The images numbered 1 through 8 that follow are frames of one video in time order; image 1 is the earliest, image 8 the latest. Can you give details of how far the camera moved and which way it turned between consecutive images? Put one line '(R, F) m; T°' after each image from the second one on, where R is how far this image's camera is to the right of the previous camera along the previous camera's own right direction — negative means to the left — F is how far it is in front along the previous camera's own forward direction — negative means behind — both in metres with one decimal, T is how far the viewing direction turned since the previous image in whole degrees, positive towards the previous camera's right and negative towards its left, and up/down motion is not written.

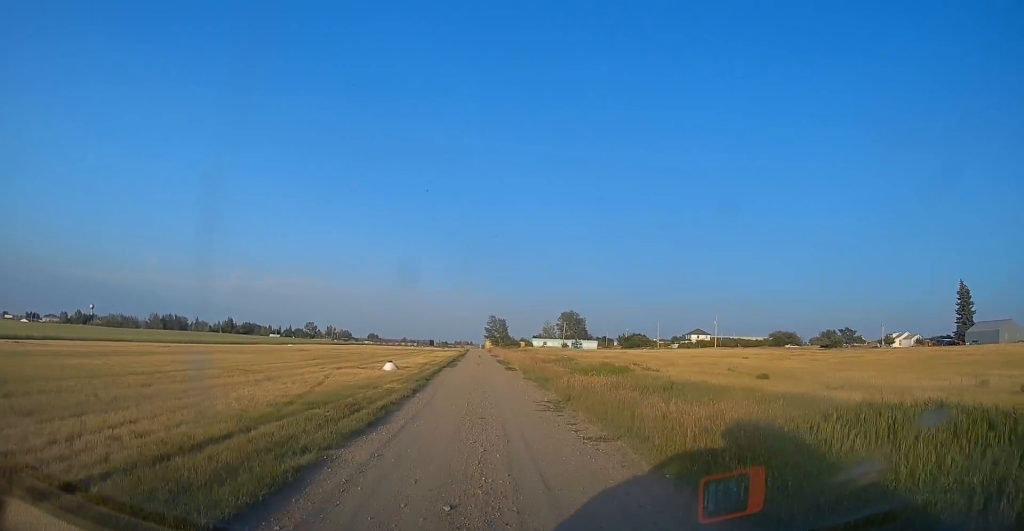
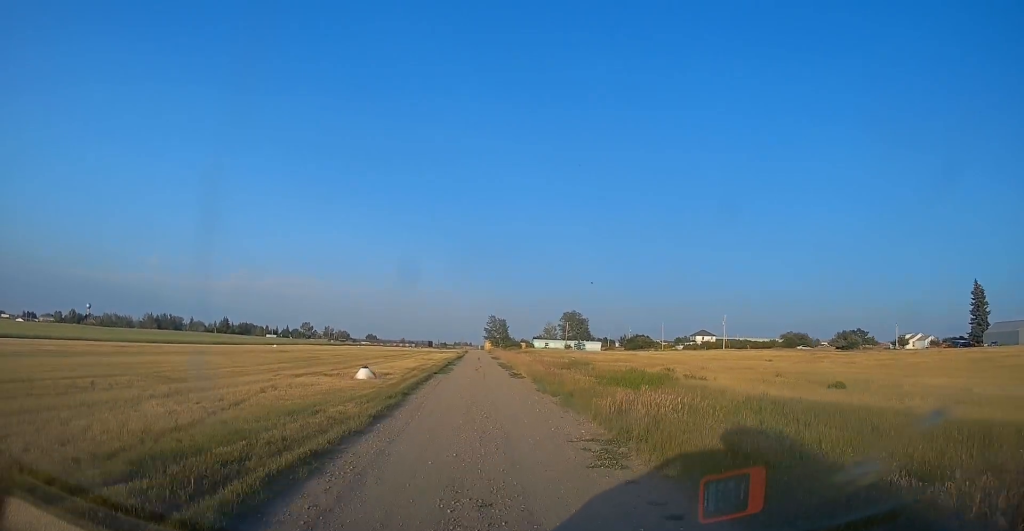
(0.0, +7.1) m; -1°
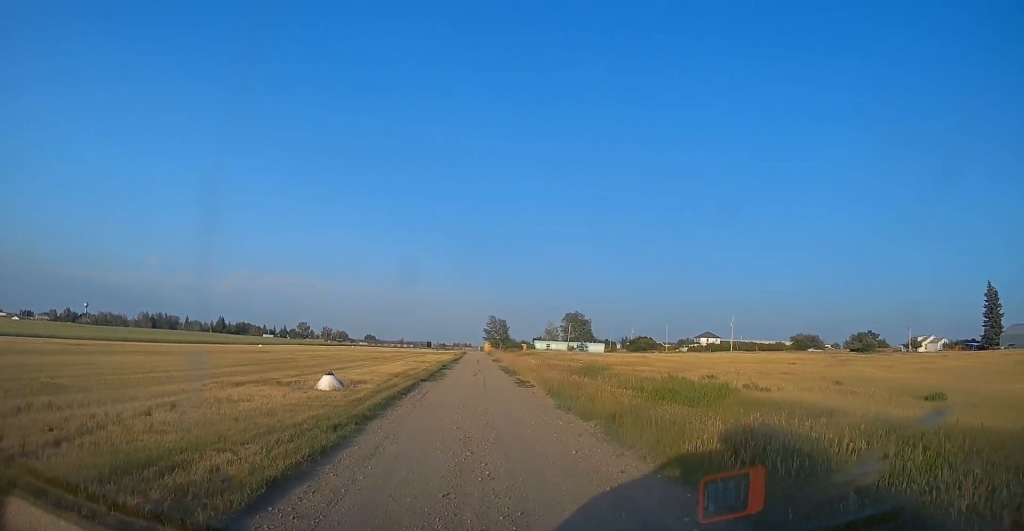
(-0.2, +6.2) m; -2°
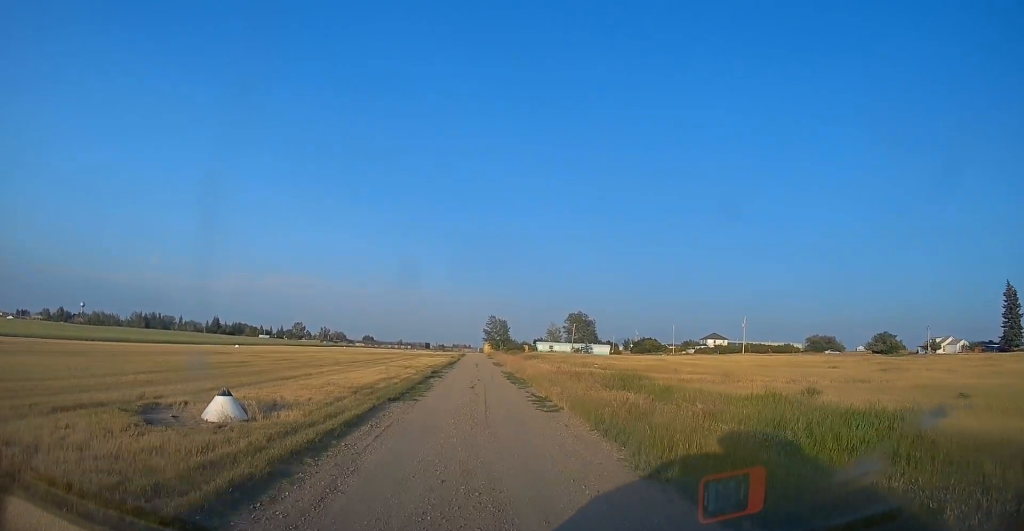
(0.0, +8.5) m; 0°
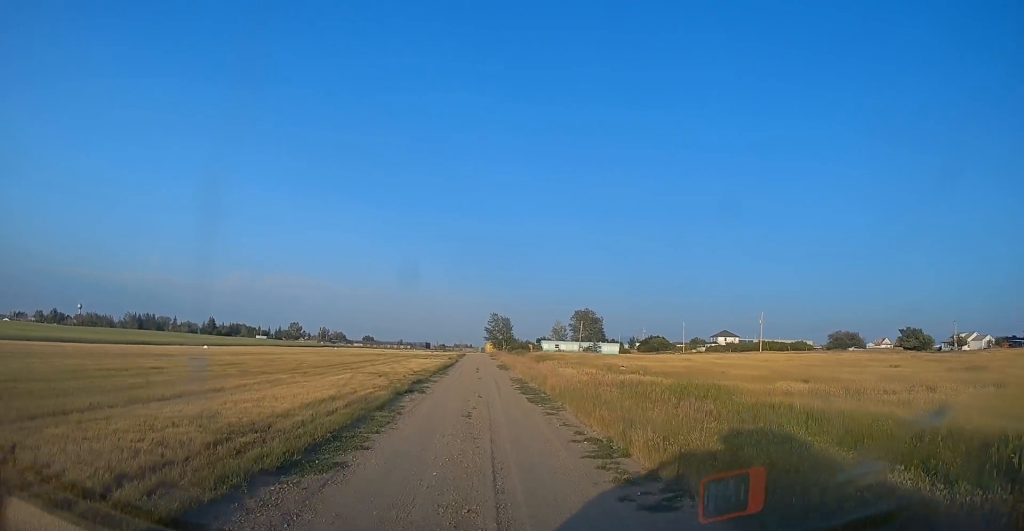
(0.0, +9.9) m; 0°
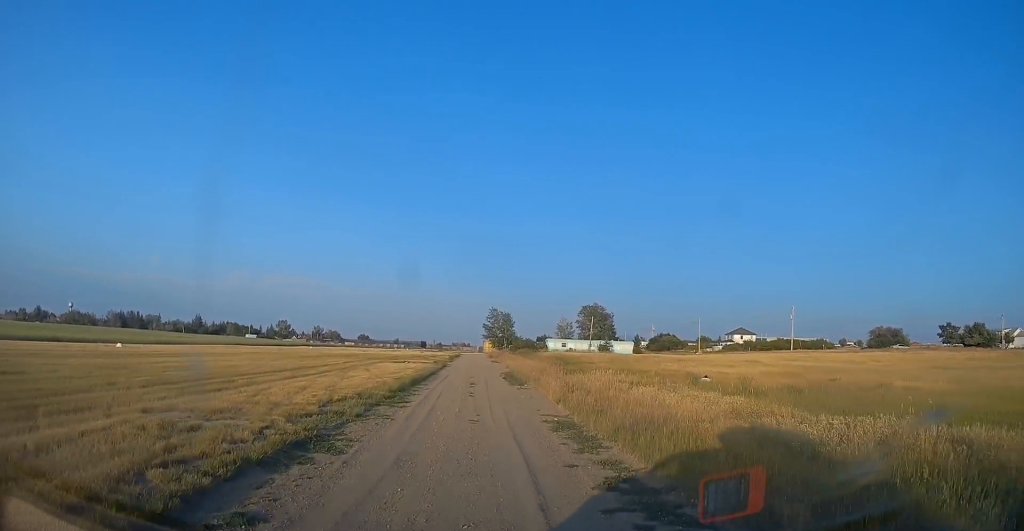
(0.0, +17.9) m; 0°
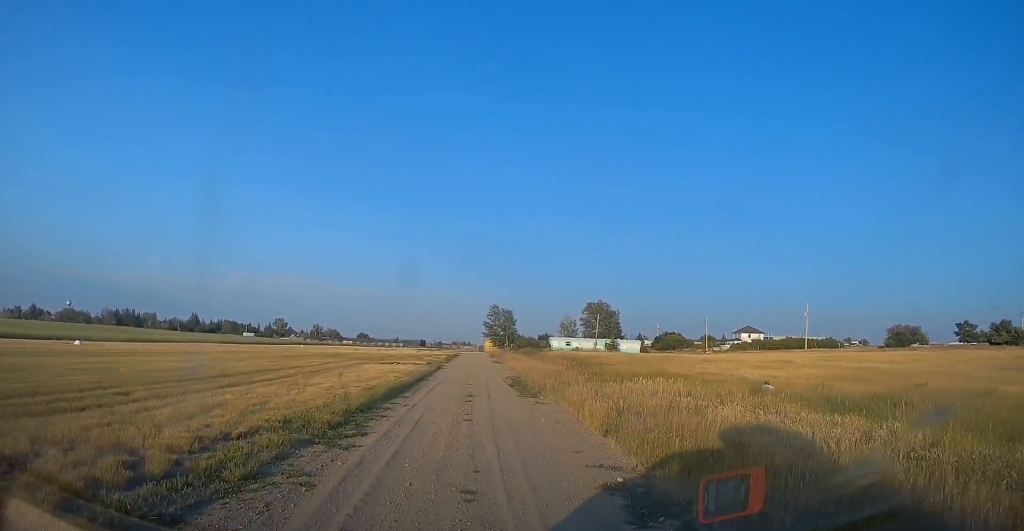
(0.0, +6.4) m; 0°
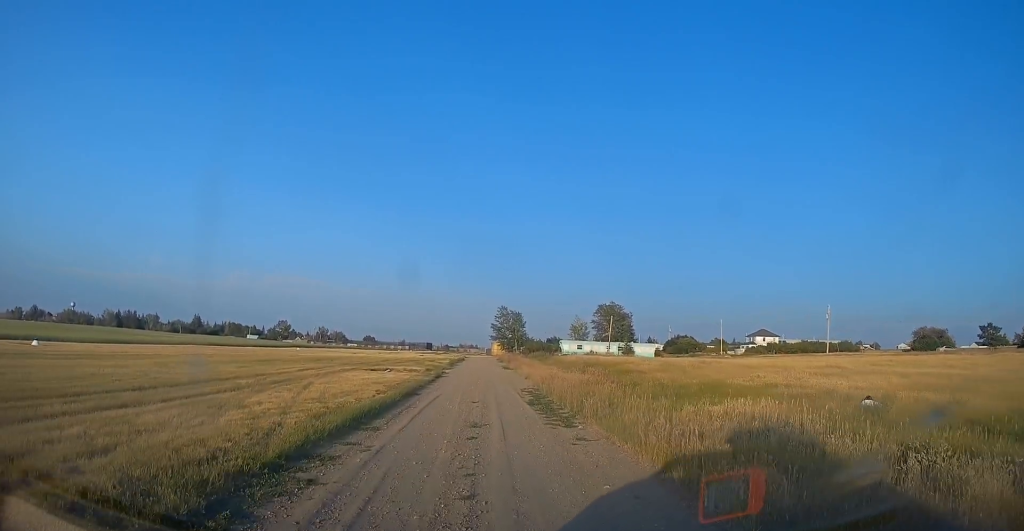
(0.0, +6.2) m; 0°
